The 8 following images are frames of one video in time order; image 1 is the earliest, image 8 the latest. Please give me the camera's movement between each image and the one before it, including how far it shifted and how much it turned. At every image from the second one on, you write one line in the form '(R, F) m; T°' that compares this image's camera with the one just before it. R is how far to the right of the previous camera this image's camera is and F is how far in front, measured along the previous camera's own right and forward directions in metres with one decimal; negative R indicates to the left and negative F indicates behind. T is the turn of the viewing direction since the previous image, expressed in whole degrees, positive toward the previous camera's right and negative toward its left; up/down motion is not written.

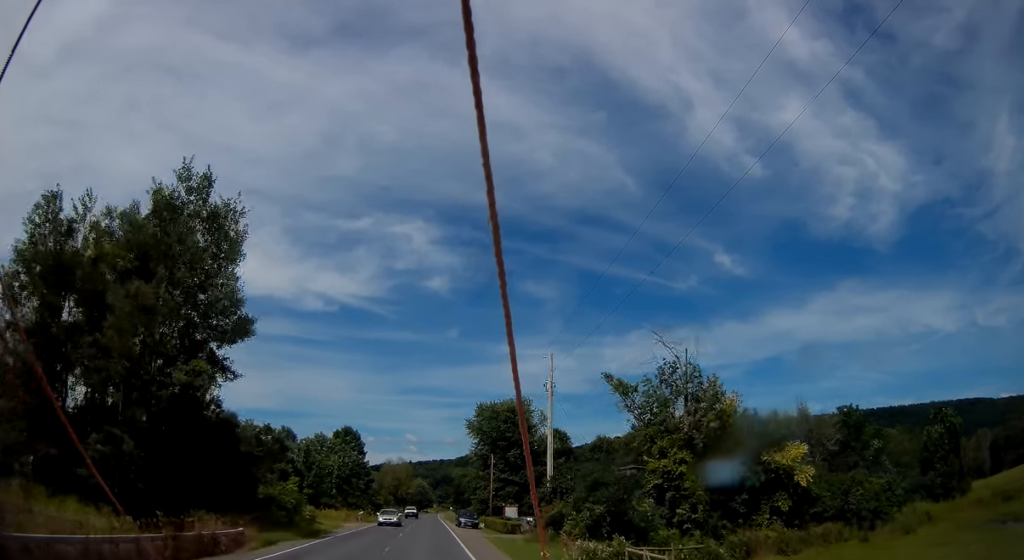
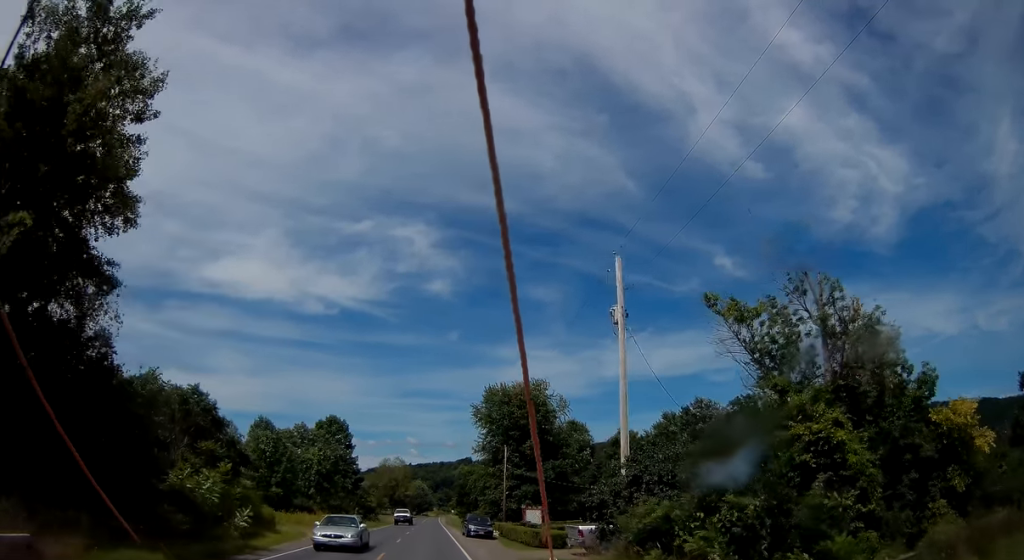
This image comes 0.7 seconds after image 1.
(+0.2, +14.0) m; +1°
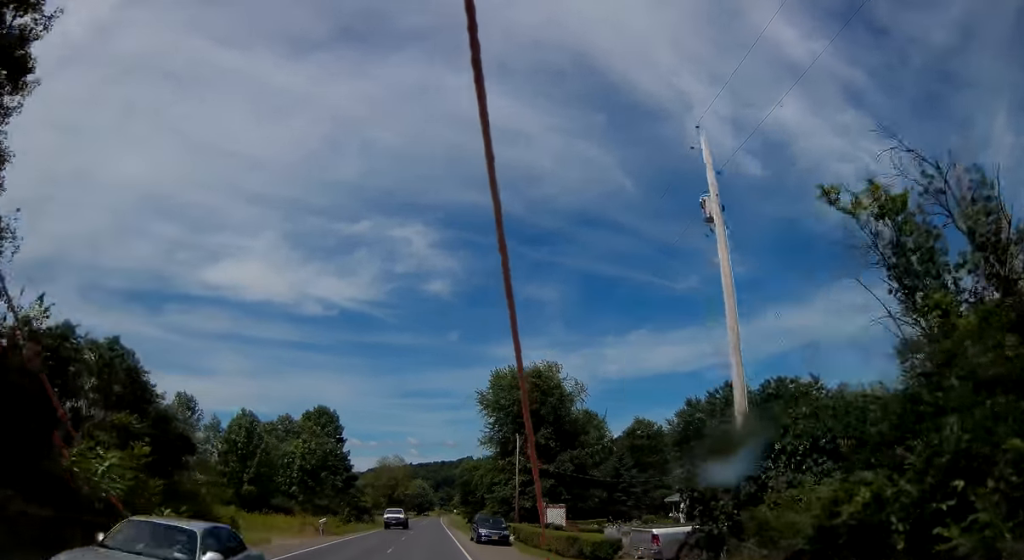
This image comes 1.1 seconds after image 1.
(0.0, +8.6) m; -1°
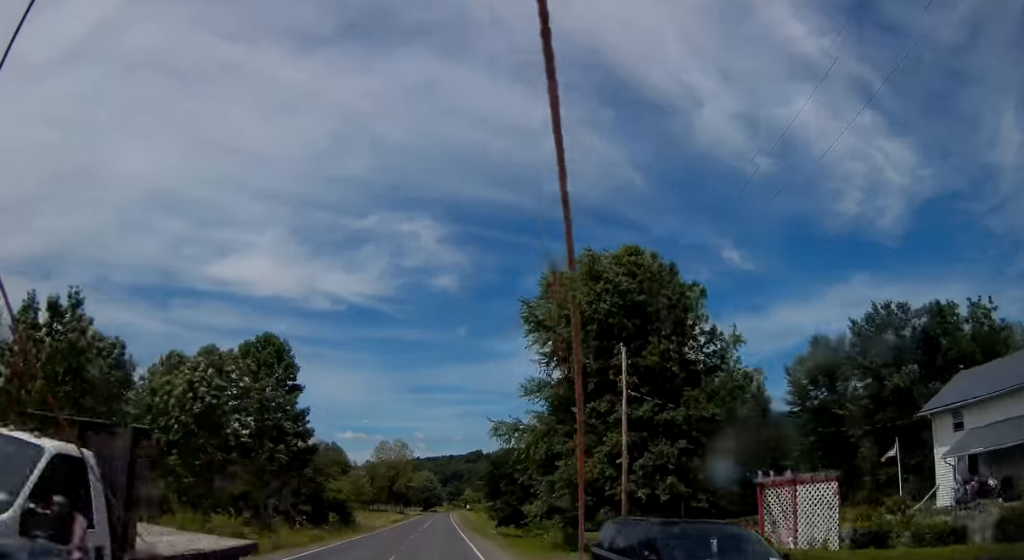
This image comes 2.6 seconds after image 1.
(-0.6, +28.6) m; -1°
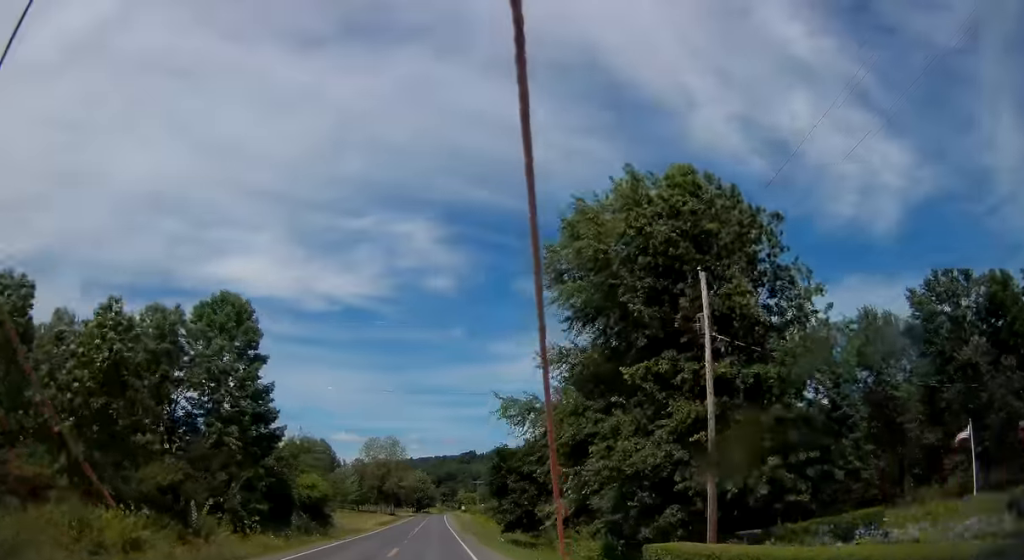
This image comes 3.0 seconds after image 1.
(+0.2, +8.7) m; 0°
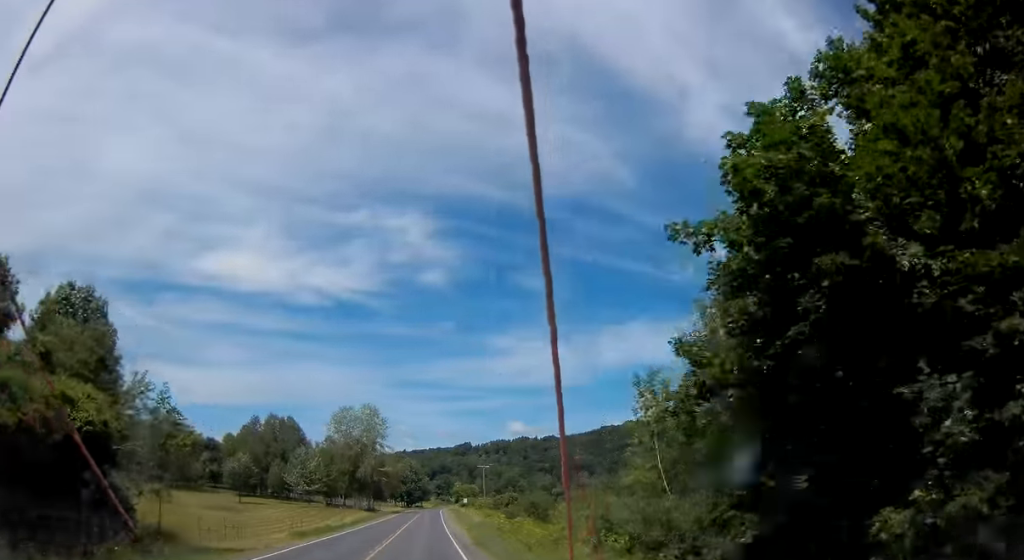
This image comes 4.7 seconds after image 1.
(+0.4, +34.0) m; 0°
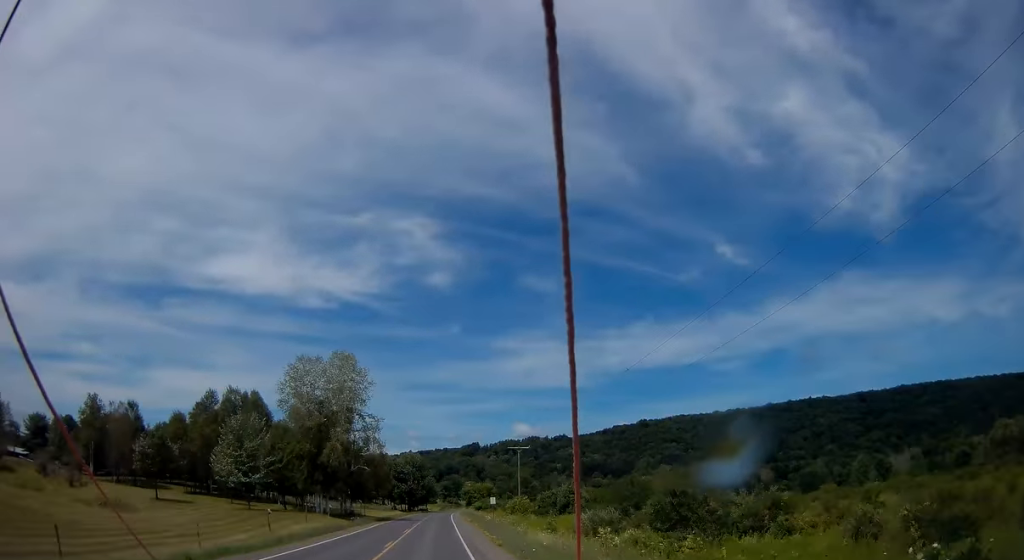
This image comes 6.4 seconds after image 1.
(0.0, +35.6) m; 0°
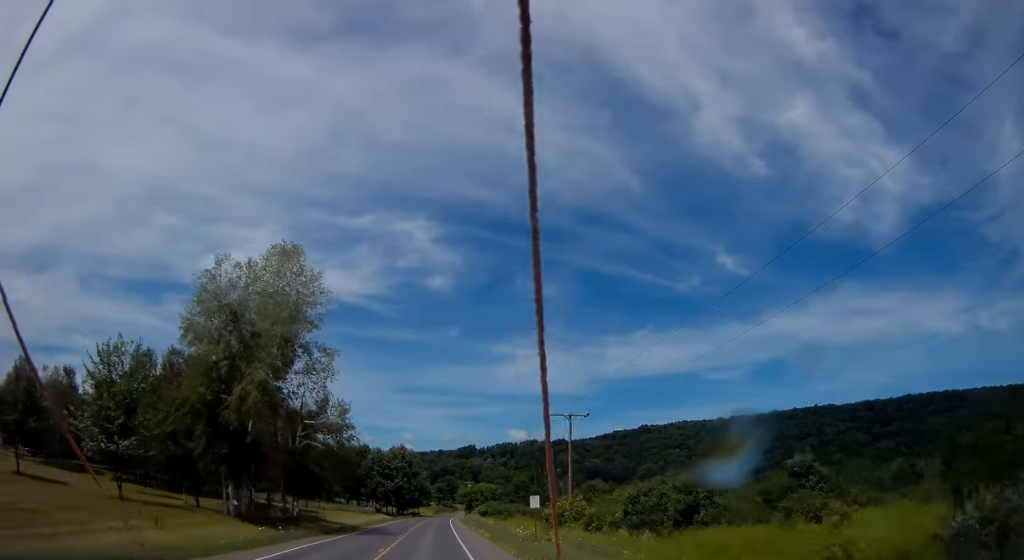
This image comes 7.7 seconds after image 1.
(-0.1, +27.2) m; 0°
